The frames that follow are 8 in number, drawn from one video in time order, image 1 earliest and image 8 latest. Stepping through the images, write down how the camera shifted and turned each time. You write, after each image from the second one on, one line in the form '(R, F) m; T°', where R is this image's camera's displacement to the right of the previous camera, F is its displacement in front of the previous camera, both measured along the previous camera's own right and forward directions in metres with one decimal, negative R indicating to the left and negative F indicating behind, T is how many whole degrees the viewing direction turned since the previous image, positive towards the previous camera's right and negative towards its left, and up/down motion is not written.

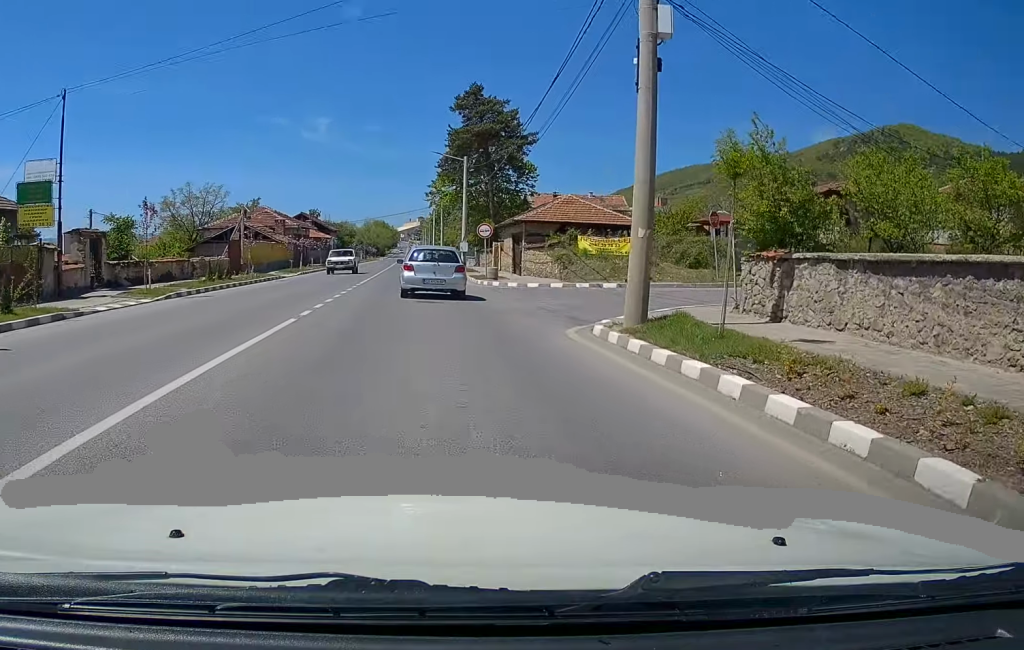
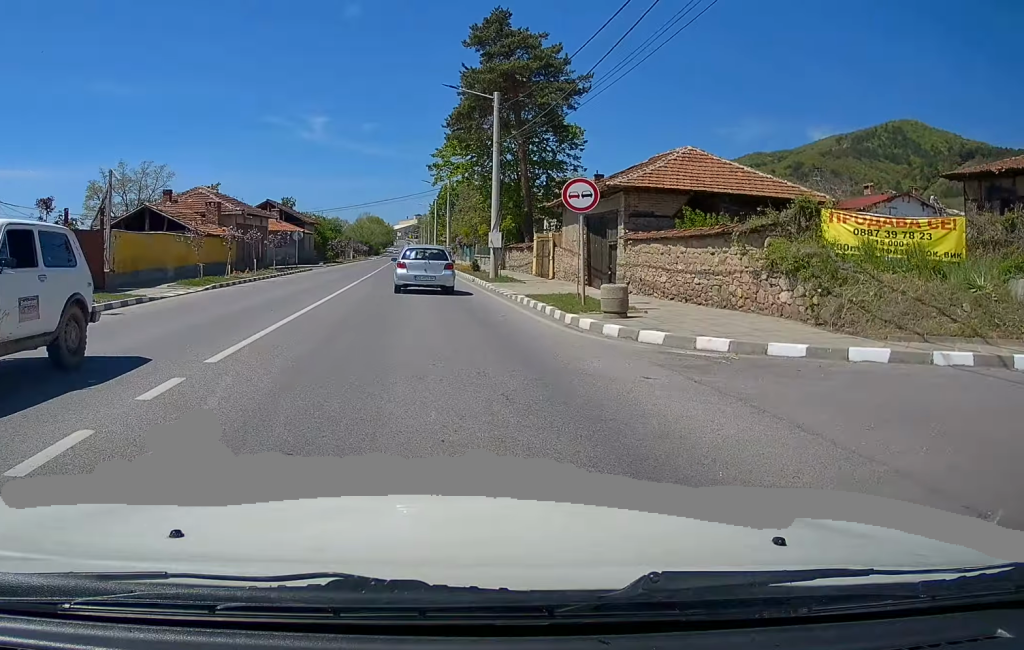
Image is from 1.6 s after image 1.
(-0.5, +20.3) m; 0°
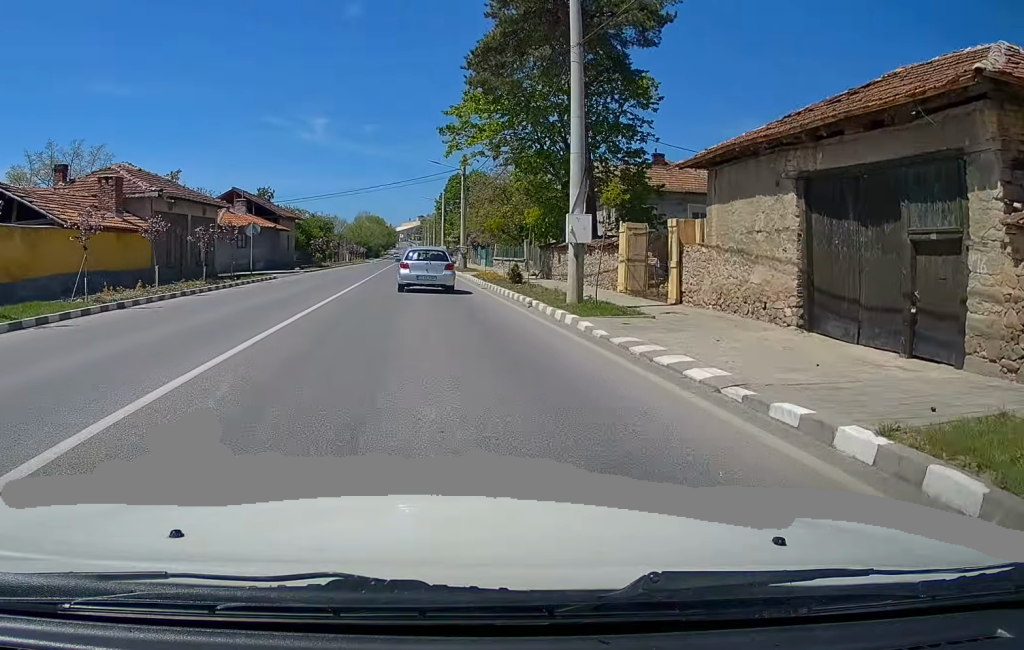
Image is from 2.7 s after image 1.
(+0.4, +15.2) m; 0°
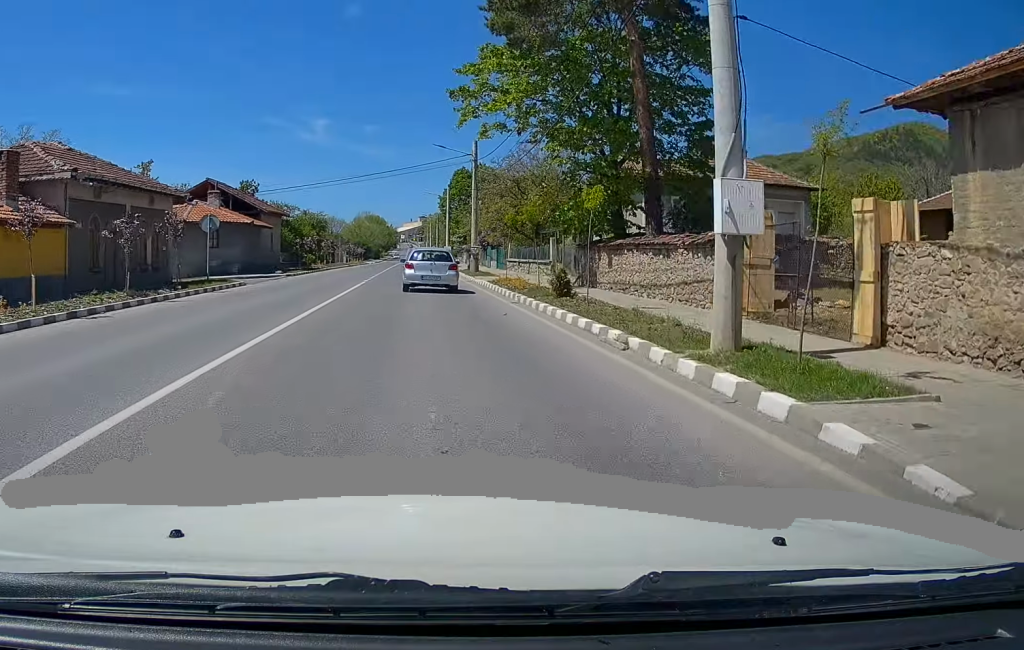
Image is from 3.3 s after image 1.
(-0.2, +7.9) m; -1°
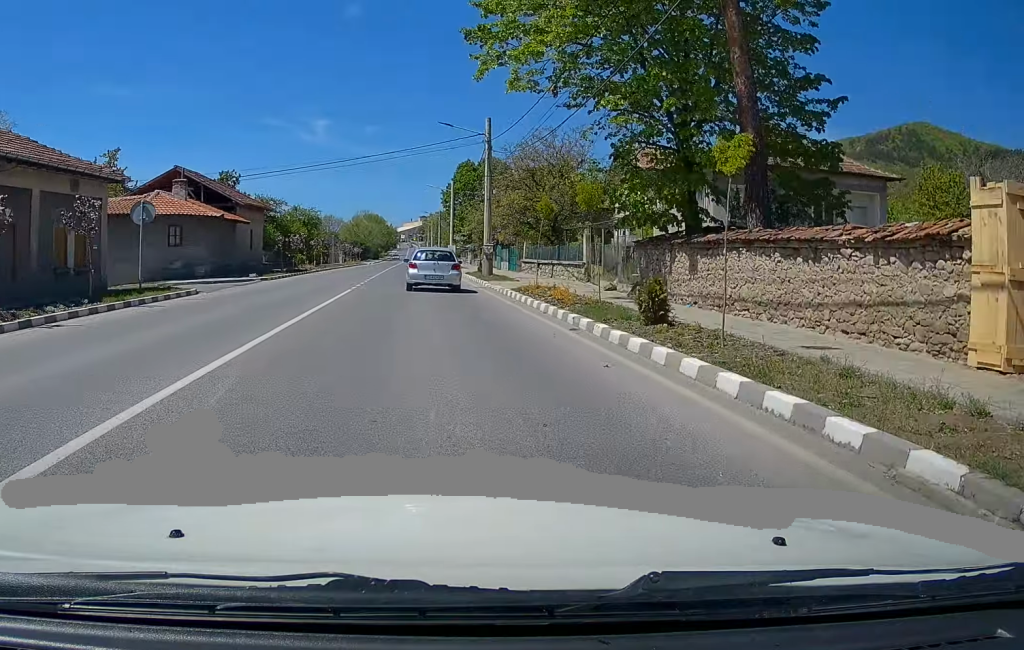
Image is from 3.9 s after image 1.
(-0.1, +7.0) m; -1°
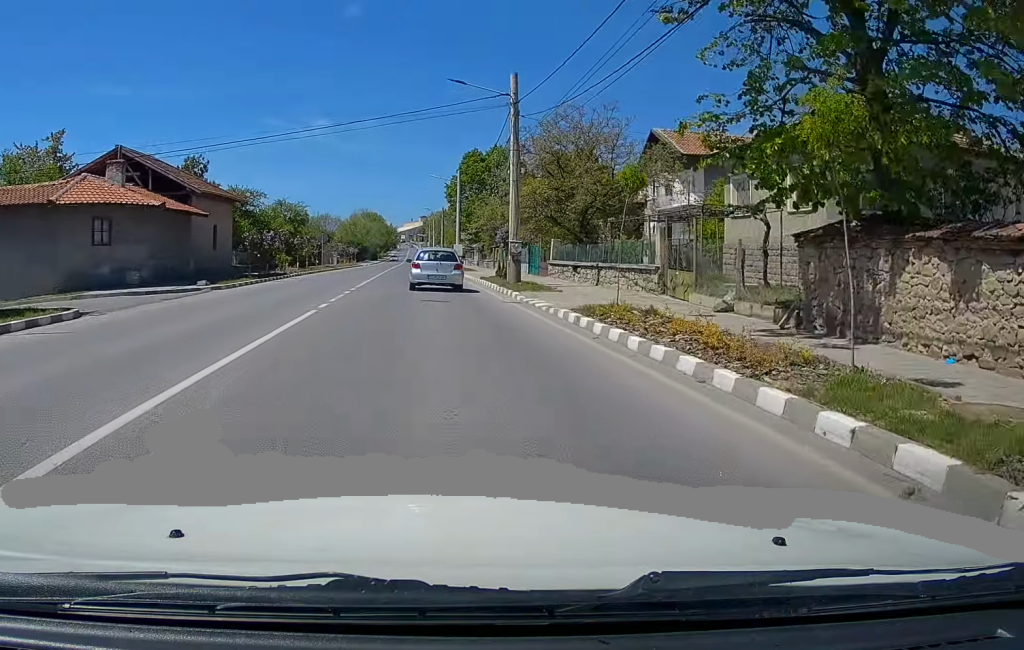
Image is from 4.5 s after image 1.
(0.0, +8.8) m; 0°
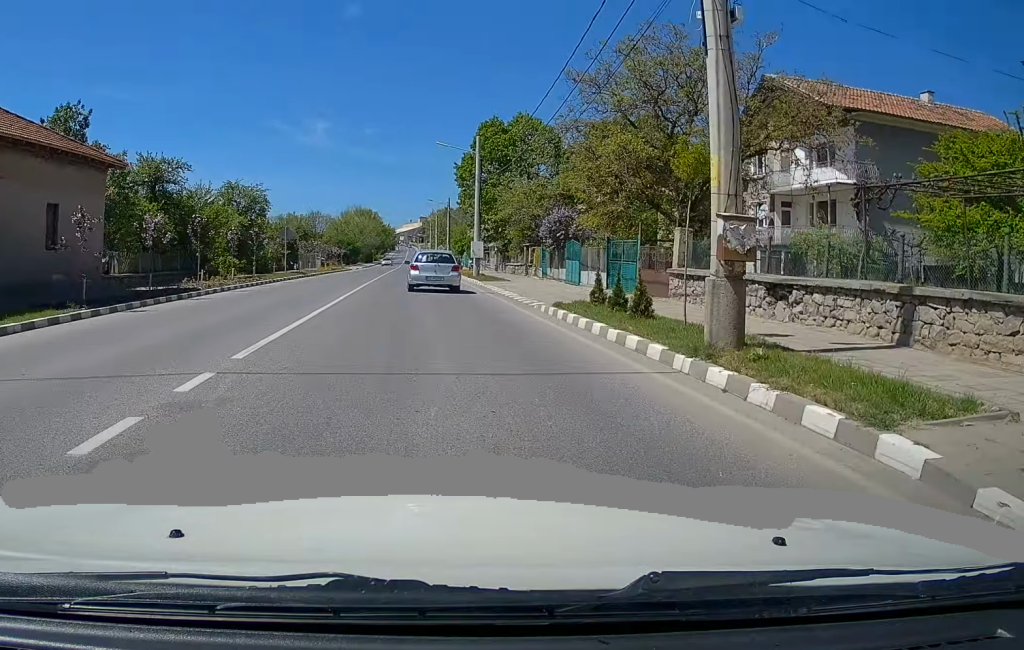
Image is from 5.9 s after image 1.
(0.0, +18.0) m; -1°
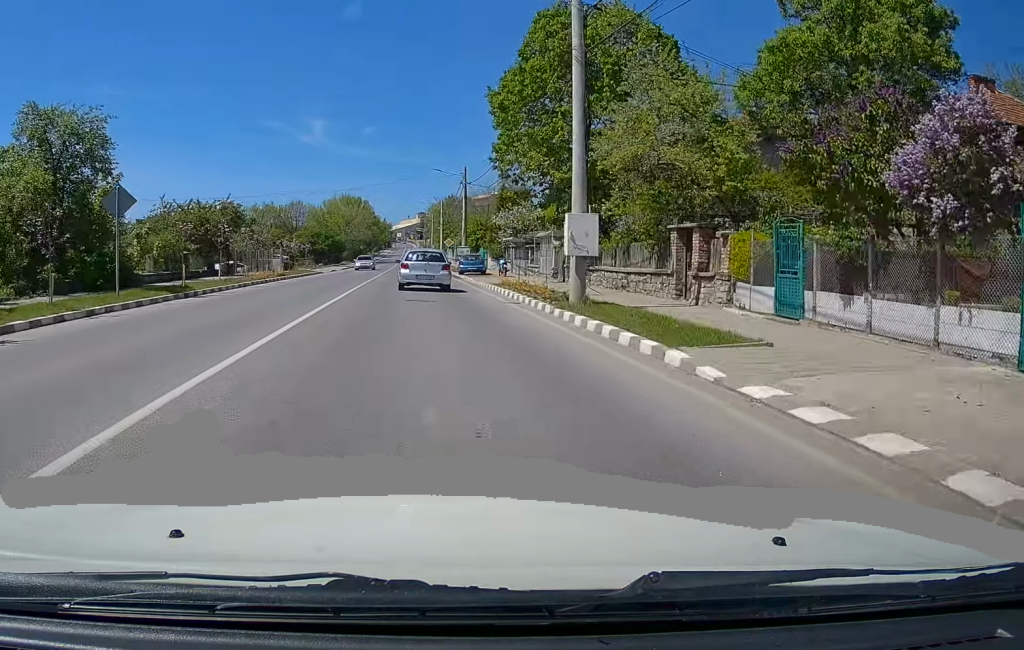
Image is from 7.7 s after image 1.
(+0.1, +25.6) m; +2°
